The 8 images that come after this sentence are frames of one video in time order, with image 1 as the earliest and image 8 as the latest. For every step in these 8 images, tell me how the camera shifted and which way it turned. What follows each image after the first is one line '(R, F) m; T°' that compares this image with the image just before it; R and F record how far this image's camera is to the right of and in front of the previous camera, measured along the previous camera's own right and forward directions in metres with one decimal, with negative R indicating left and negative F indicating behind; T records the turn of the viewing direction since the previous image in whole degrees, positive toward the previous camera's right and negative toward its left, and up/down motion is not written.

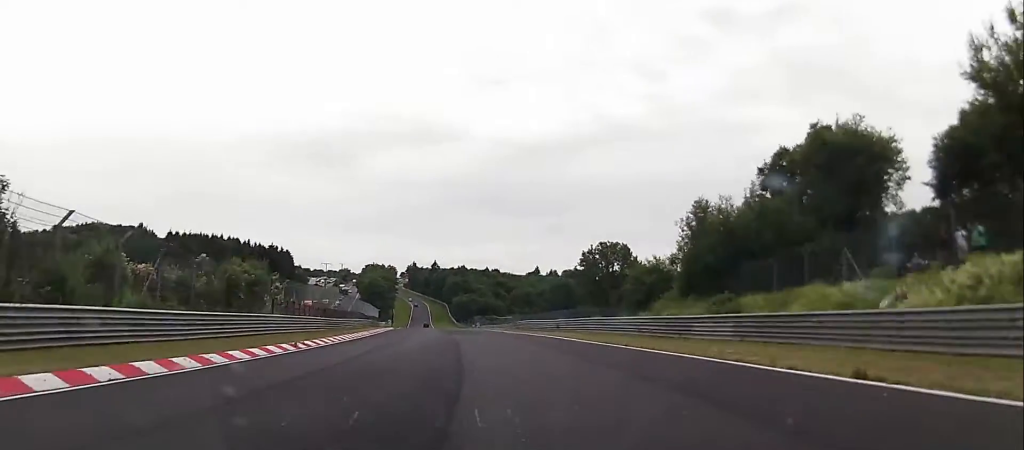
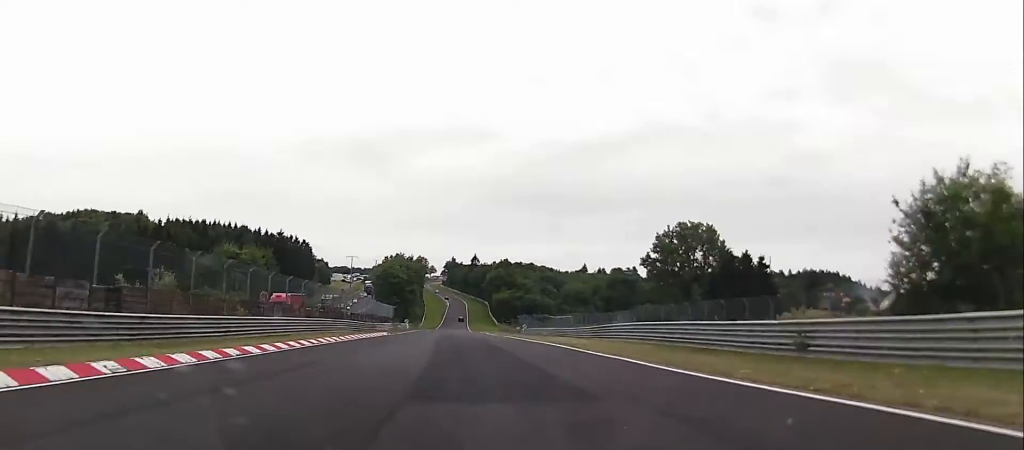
(-1.4, +39.4) m; -4°
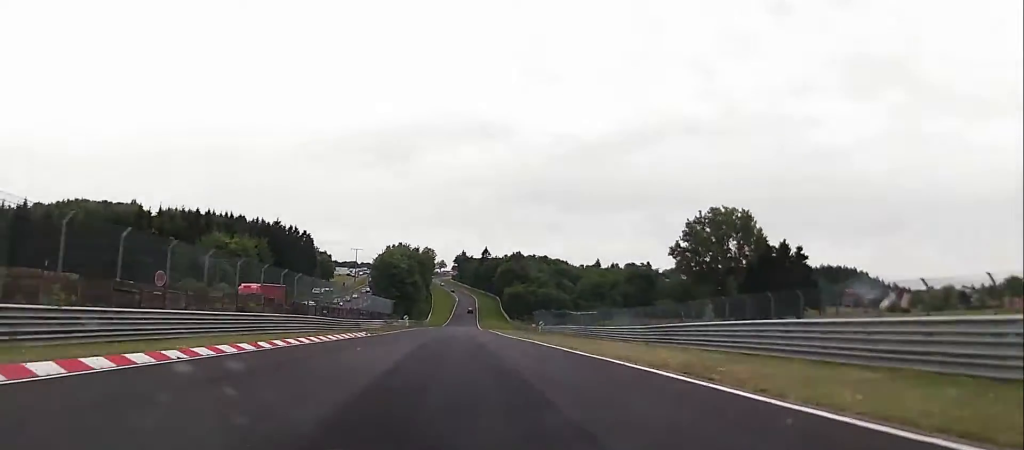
(0.0, +15.4) m; -1°
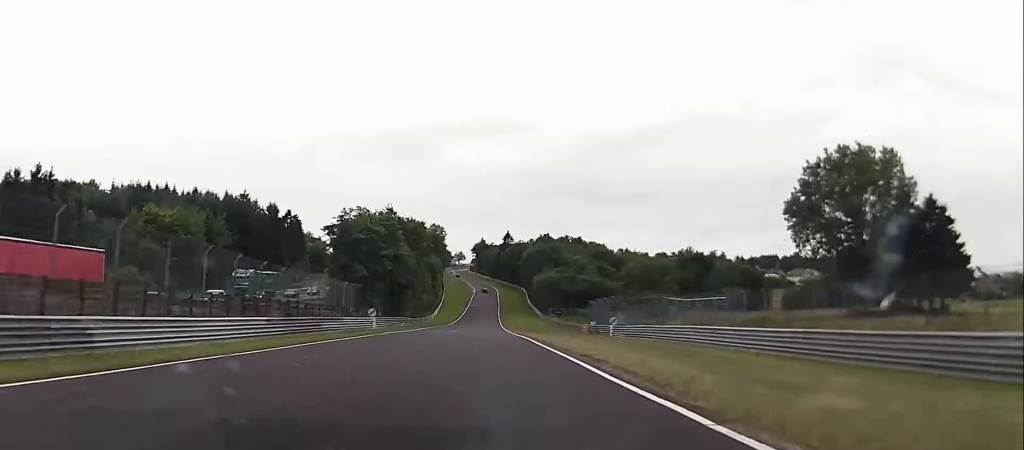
(-1.2, +45.5) m; -2°
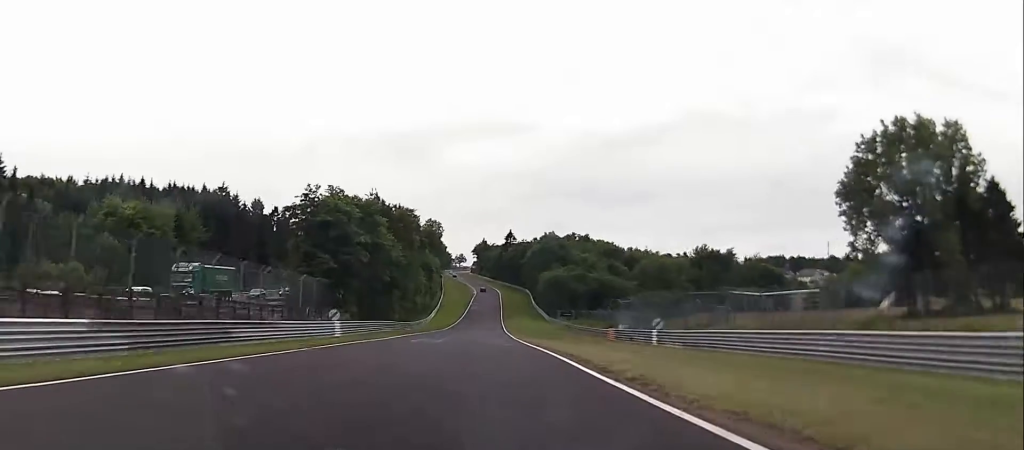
(-0.1, +15.7) m; 0°
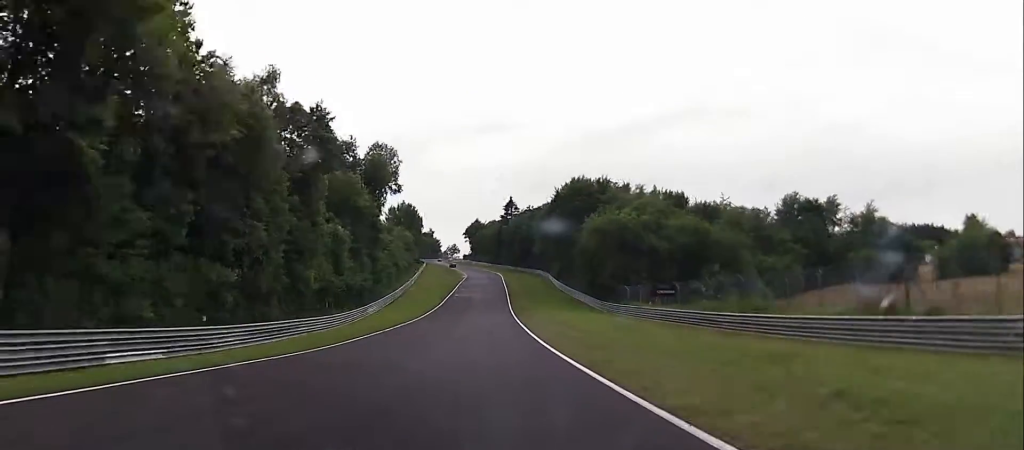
(+0.6, +68.4) m; 0°
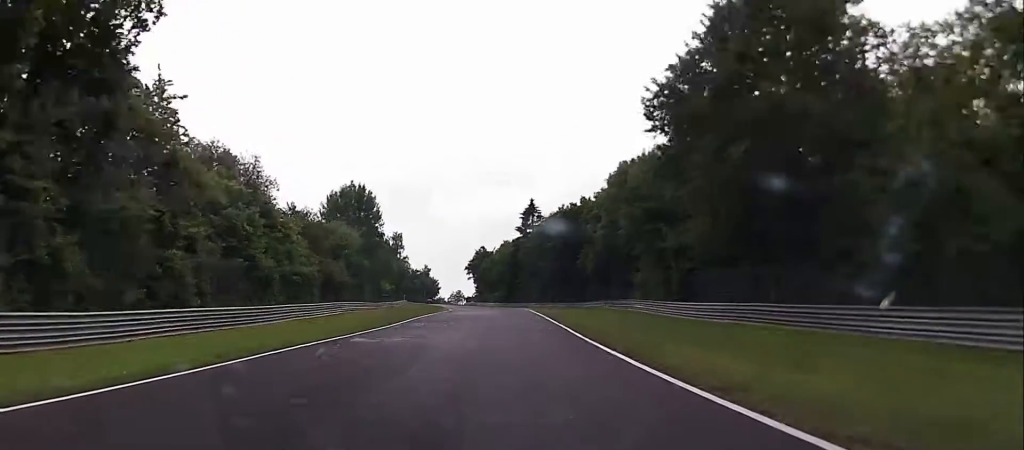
(-0.3, +72.2) m; -1°
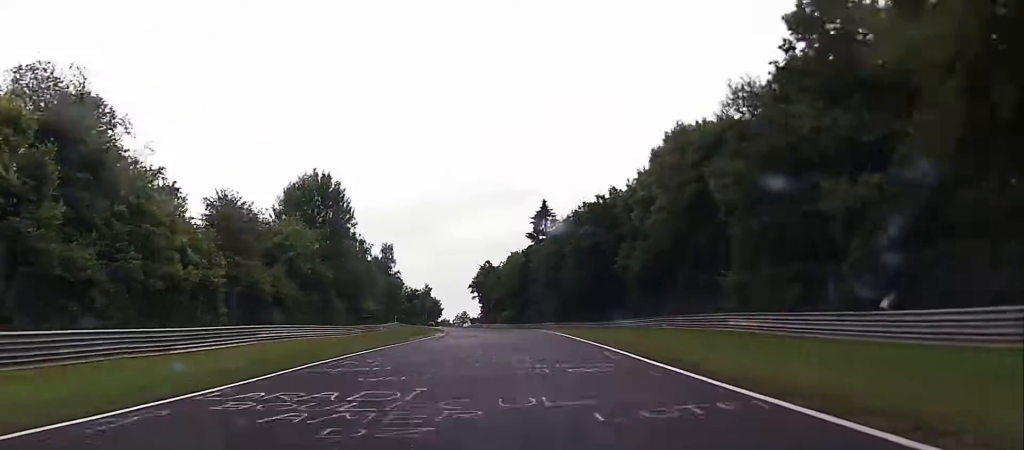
(-0.3, +23.6) m; -1°
